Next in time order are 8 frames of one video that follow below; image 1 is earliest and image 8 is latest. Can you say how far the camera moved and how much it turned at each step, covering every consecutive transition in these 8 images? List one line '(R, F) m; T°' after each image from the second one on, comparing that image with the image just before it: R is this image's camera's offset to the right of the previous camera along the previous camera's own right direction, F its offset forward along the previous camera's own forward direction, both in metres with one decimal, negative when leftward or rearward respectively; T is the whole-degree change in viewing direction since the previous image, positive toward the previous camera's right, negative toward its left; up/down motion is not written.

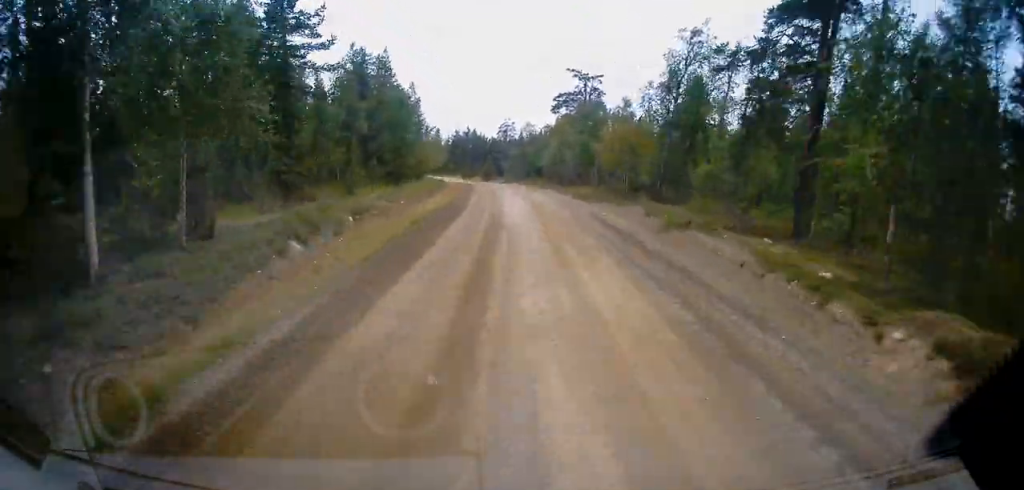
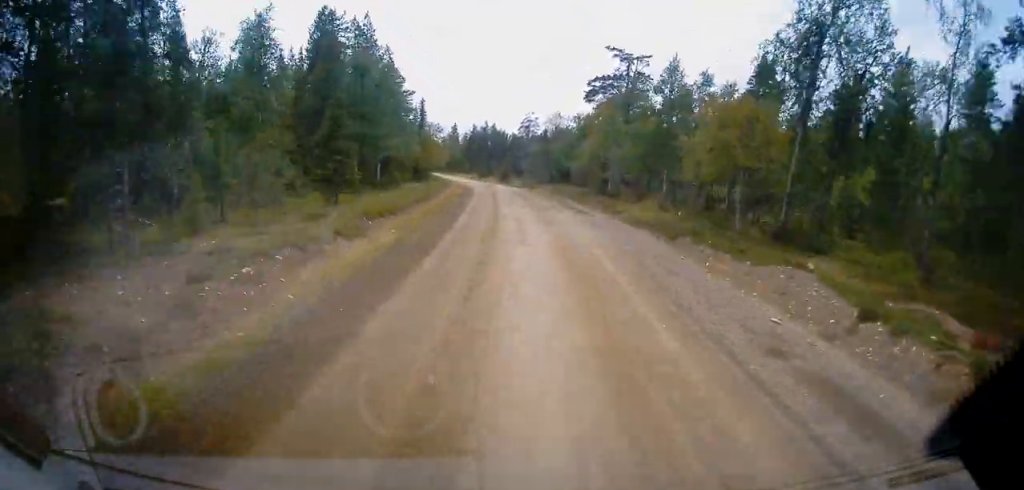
(+3.2, +17.6) m; +2°
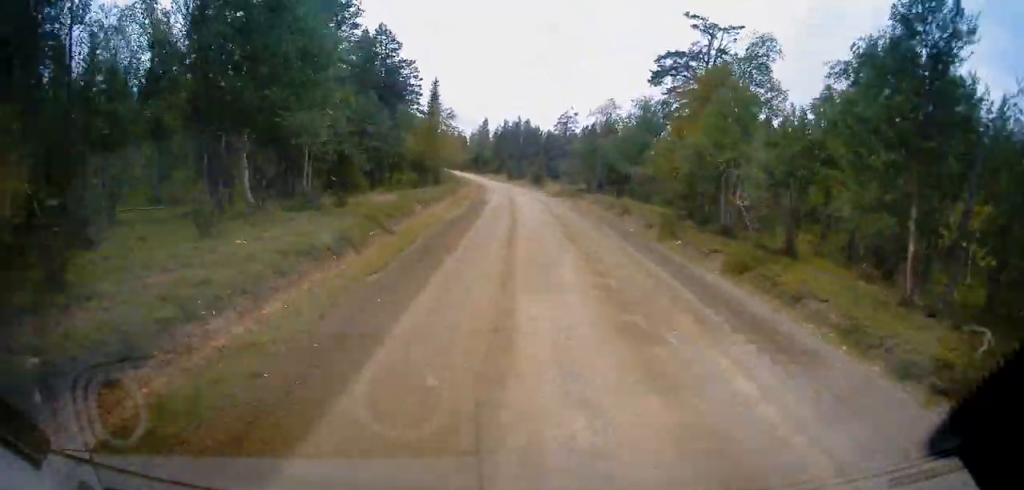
(-2.0, +19.2) m; -4°
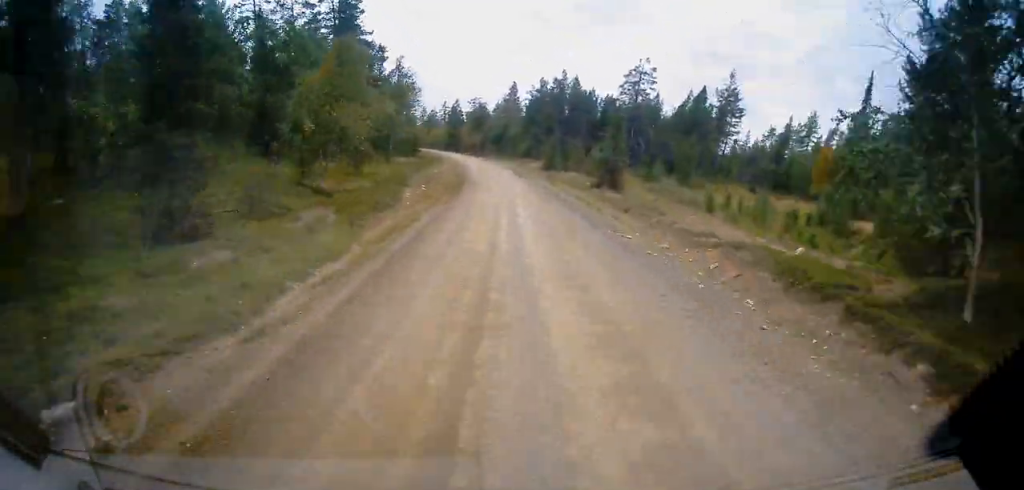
(-5.7, +55.7) m; -8°
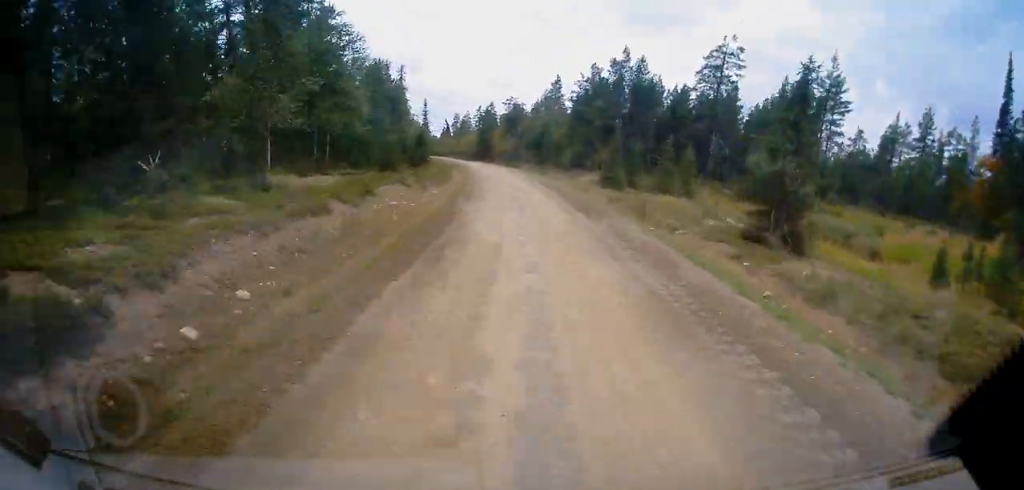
(-0.5, +25.2) m; -2°
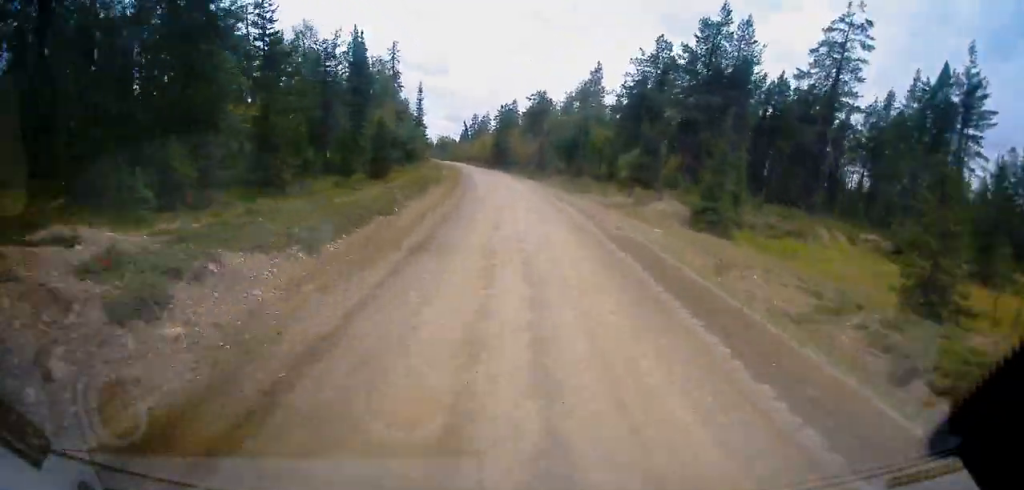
(-0.4, +25.5) m; -2°
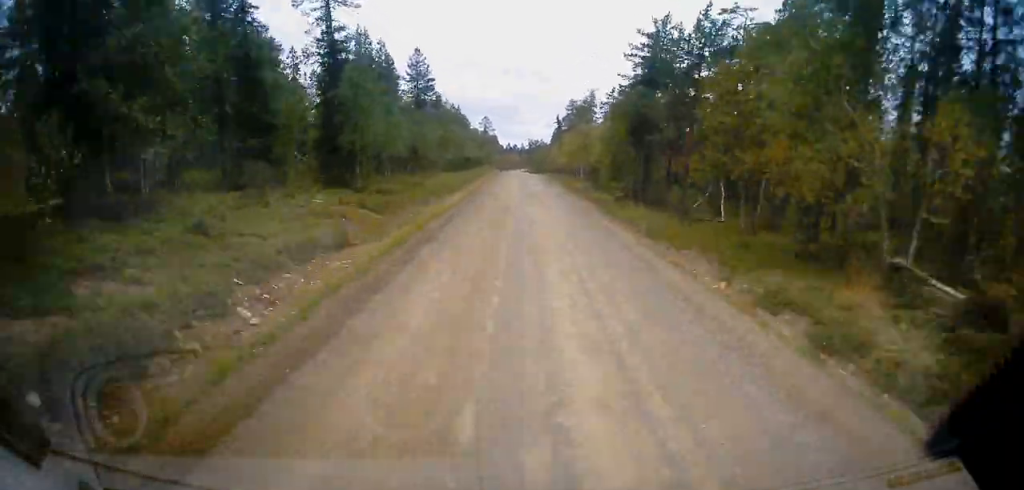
(-5.5, +73.0) m; -7°
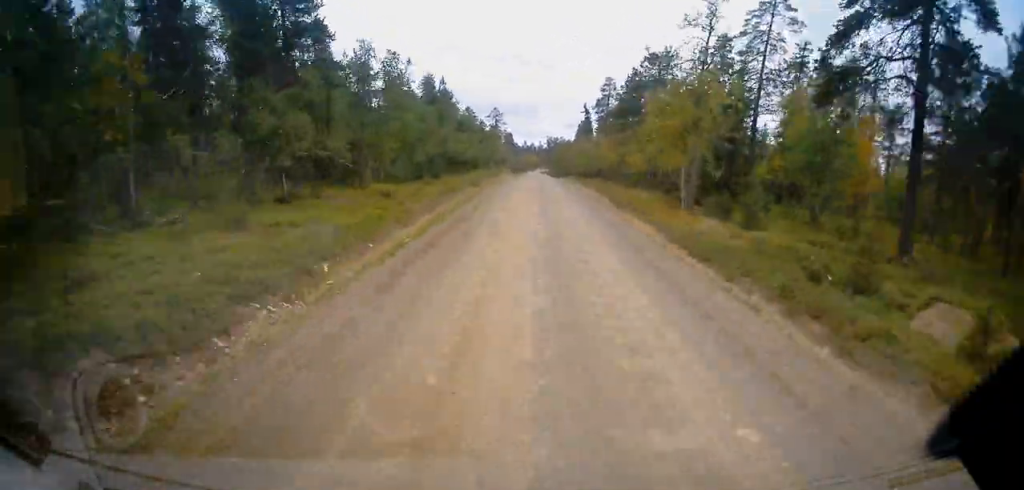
(-1.1, +40.7) m; -1°
